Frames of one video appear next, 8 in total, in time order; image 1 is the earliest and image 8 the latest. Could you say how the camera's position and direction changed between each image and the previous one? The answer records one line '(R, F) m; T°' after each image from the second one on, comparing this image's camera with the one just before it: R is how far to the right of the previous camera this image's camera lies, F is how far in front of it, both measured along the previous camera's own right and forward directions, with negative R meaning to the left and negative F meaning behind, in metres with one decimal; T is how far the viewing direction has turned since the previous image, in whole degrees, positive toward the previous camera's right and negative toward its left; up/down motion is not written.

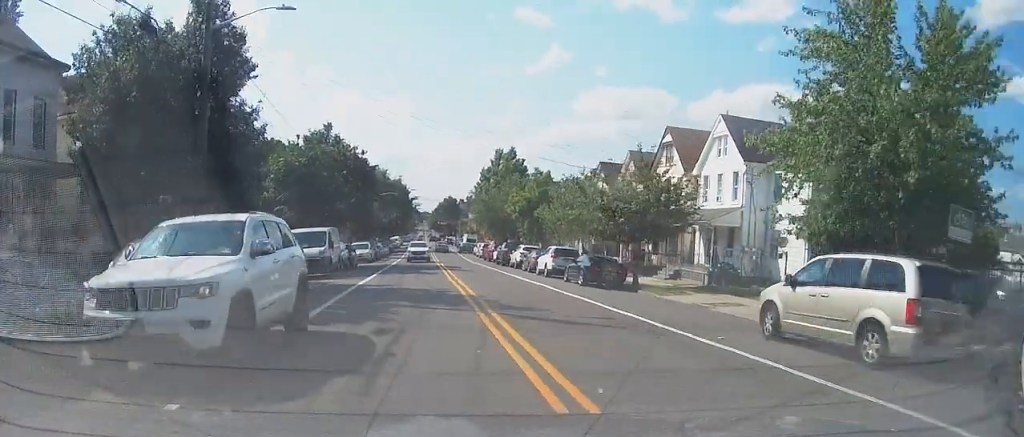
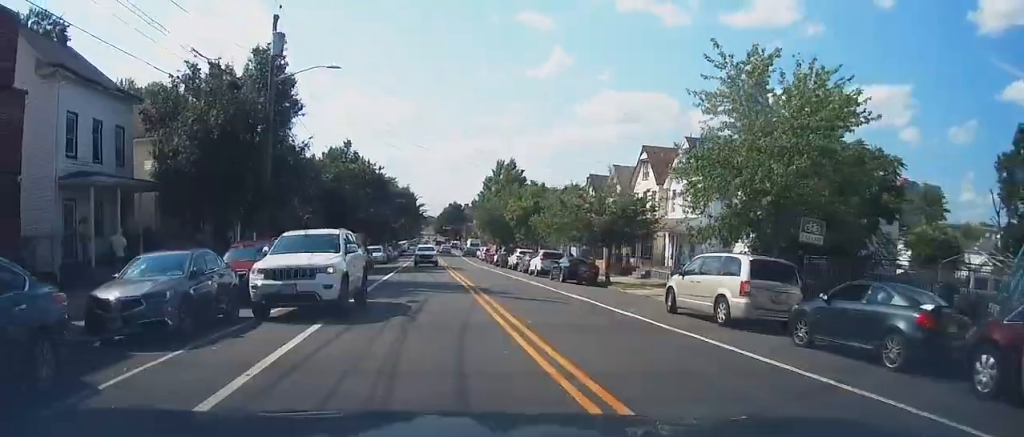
(0.0, +6.1) m; 0°
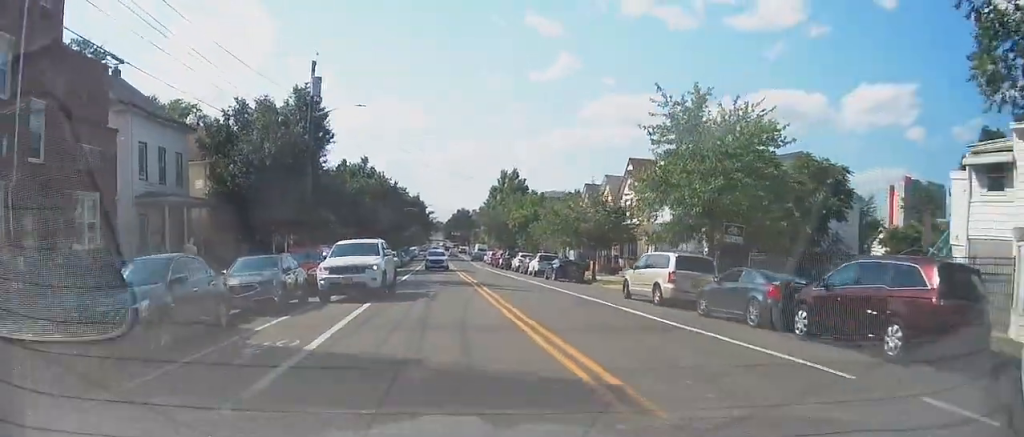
(+0.1, +5.7) m; 0°
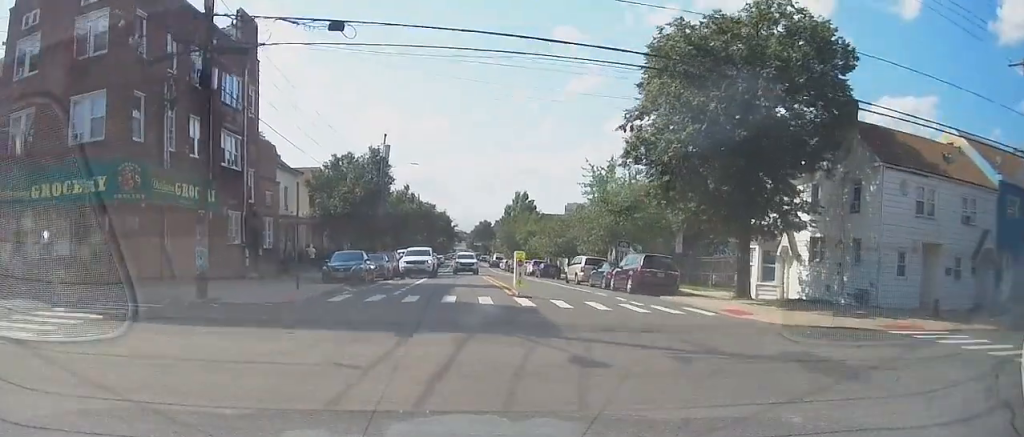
(-0.8, +17.8) m; -2°
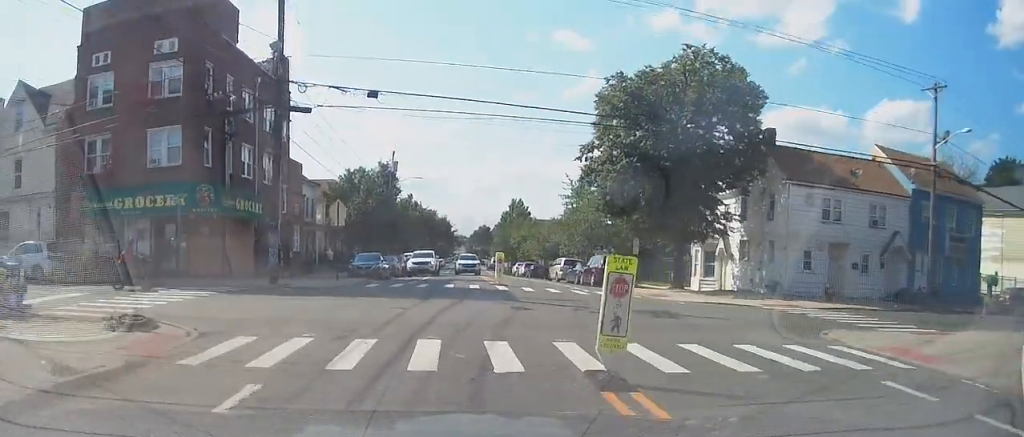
(+0.2, +6.9) m; +1°
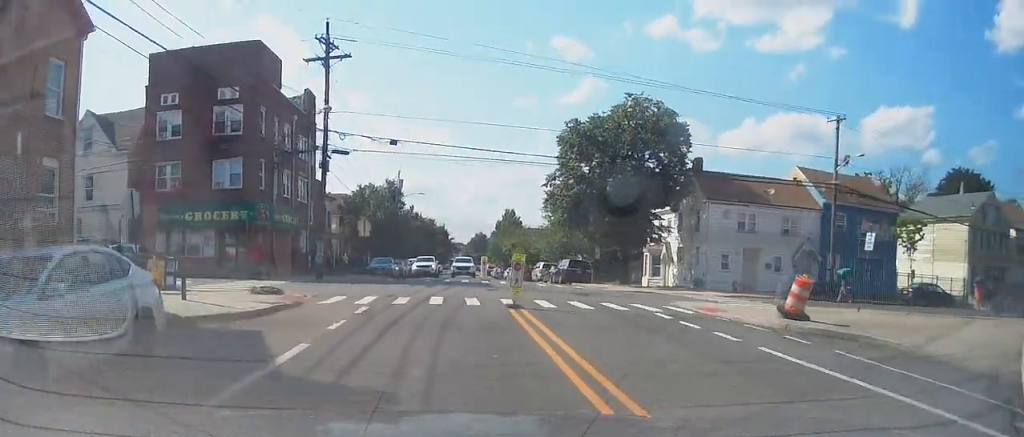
(+0.1, +8.8) m; -1°
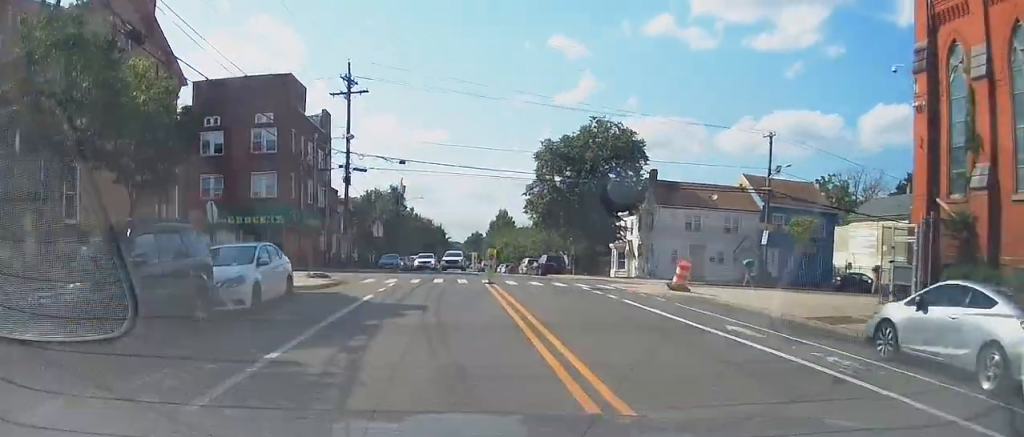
(-0.1, +8.0) m; +1°
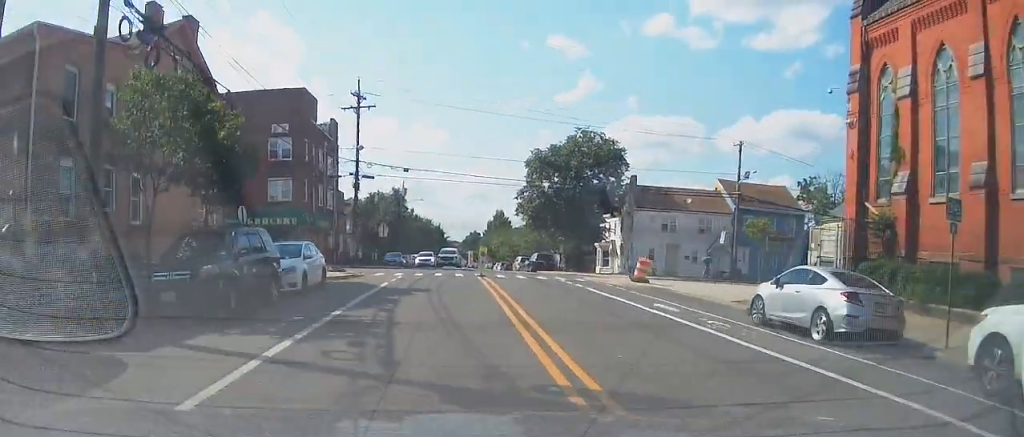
(-0.1, +4.6) m; +1°
